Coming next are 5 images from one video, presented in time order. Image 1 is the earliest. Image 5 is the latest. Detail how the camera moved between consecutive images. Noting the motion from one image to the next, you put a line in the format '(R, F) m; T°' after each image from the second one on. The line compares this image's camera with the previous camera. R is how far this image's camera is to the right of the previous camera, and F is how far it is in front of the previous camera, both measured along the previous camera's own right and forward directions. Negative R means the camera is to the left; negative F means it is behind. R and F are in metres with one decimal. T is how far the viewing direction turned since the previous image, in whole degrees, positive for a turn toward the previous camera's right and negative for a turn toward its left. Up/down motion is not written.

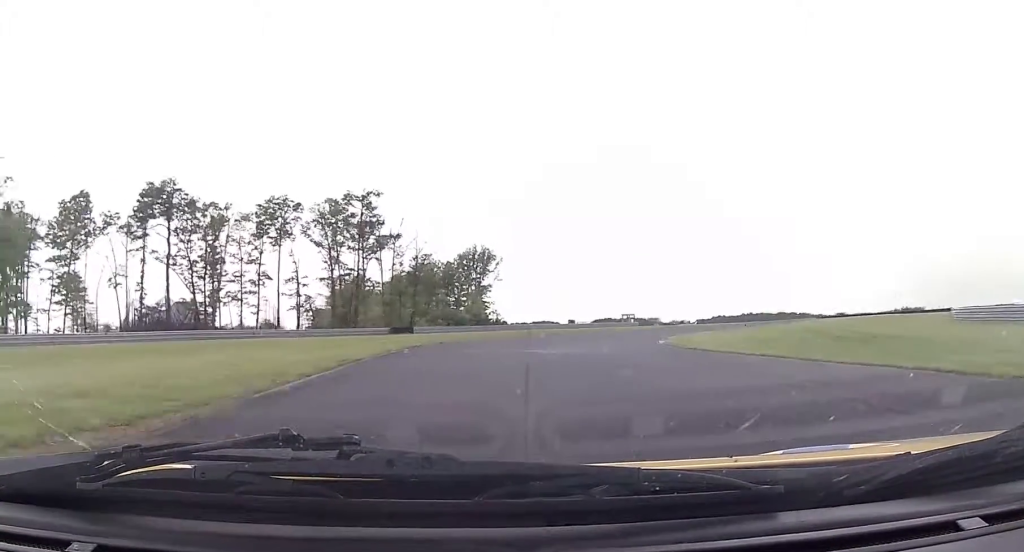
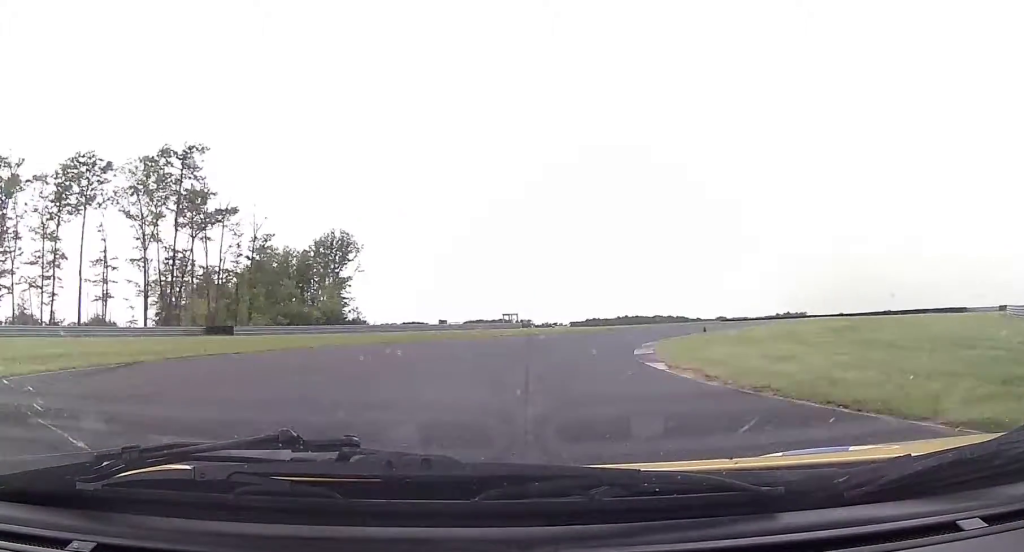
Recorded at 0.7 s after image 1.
(+2.0, +21.9) m; +12°
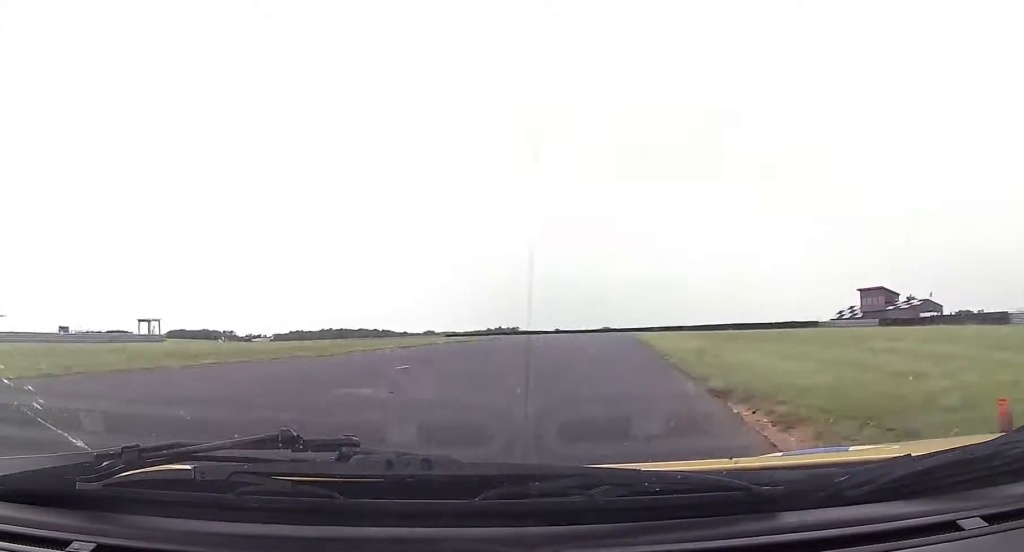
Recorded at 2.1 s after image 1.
(+7.5, +38.4) m; +18°
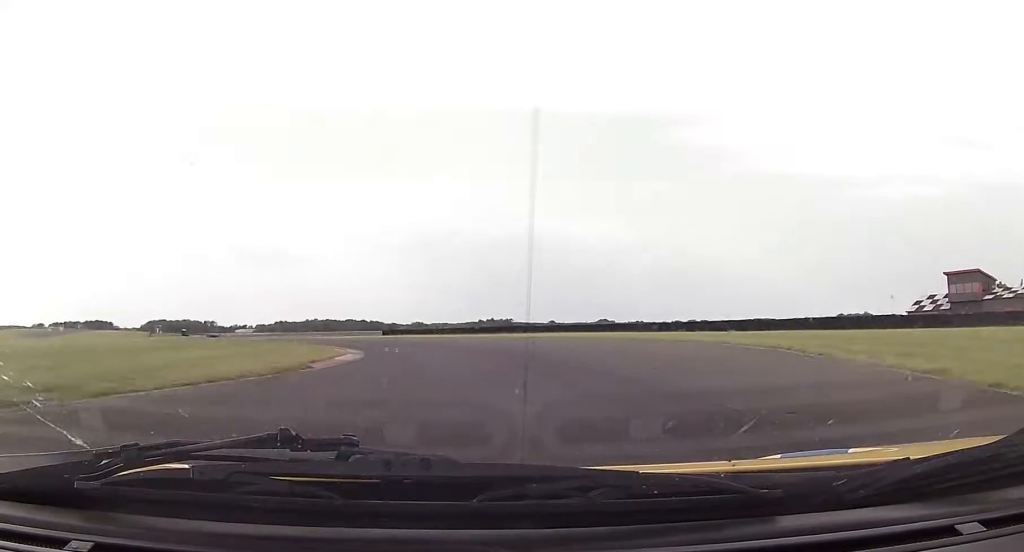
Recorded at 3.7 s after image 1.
(+2.0, +45.0) m; -7°
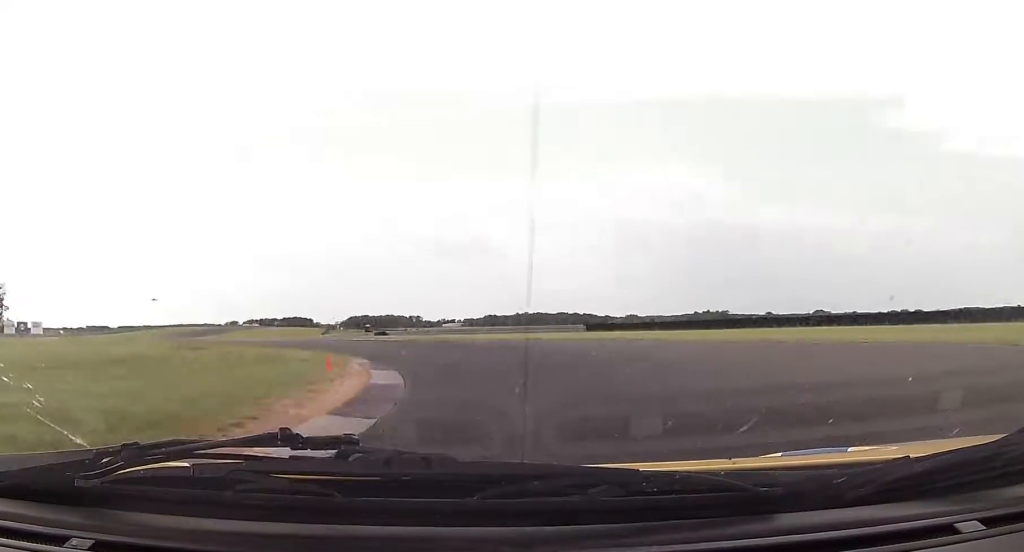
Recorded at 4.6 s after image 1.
(-3.2, +23.8) m; -17°
